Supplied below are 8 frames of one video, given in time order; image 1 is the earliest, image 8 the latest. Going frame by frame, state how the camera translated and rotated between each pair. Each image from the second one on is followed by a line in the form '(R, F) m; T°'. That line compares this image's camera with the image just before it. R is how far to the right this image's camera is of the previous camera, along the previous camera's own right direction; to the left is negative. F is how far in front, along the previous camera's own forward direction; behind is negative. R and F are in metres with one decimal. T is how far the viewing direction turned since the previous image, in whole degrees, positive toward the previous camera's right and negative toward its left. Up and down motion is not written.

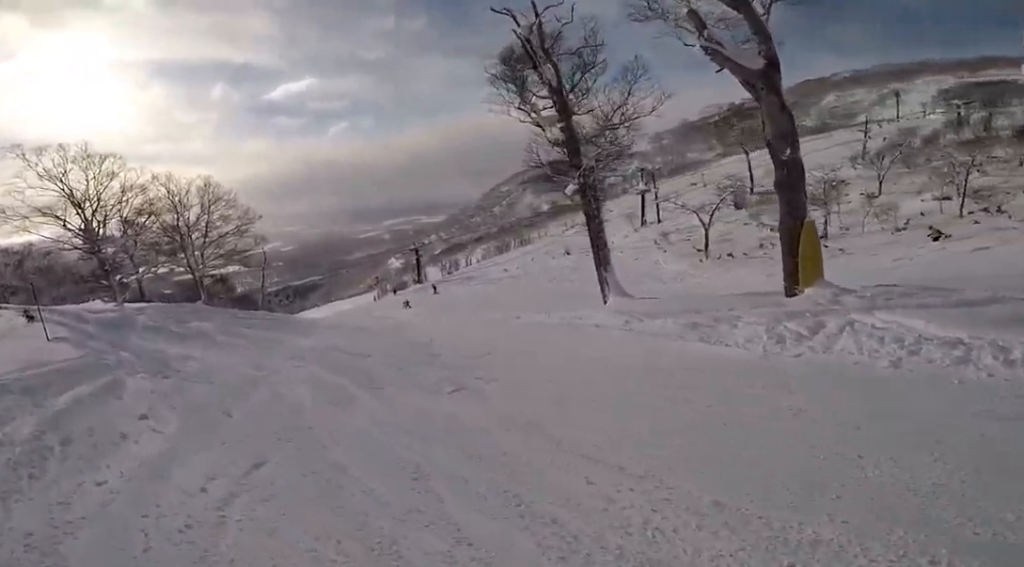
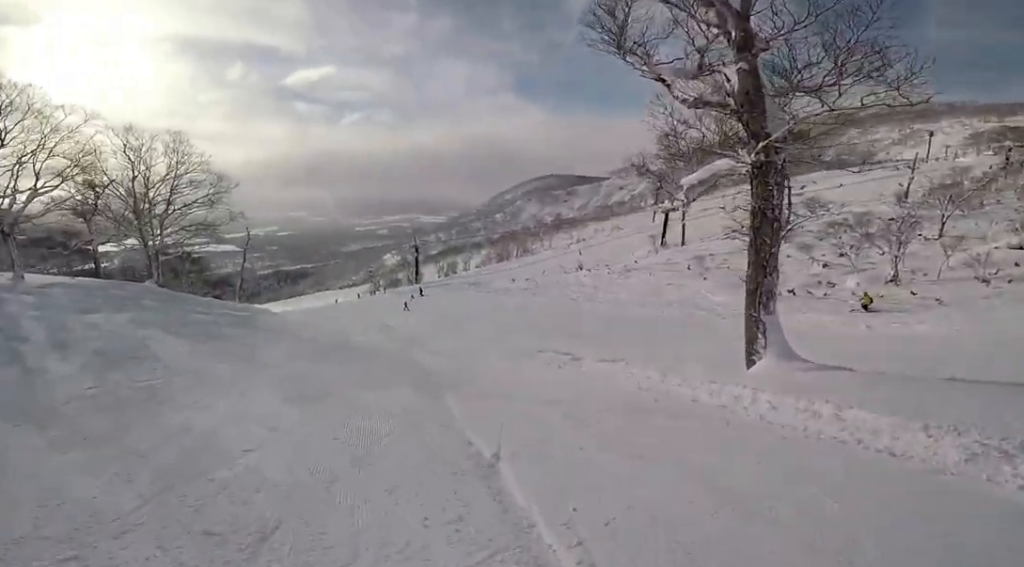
(+1.7, +8.5) m; +9°
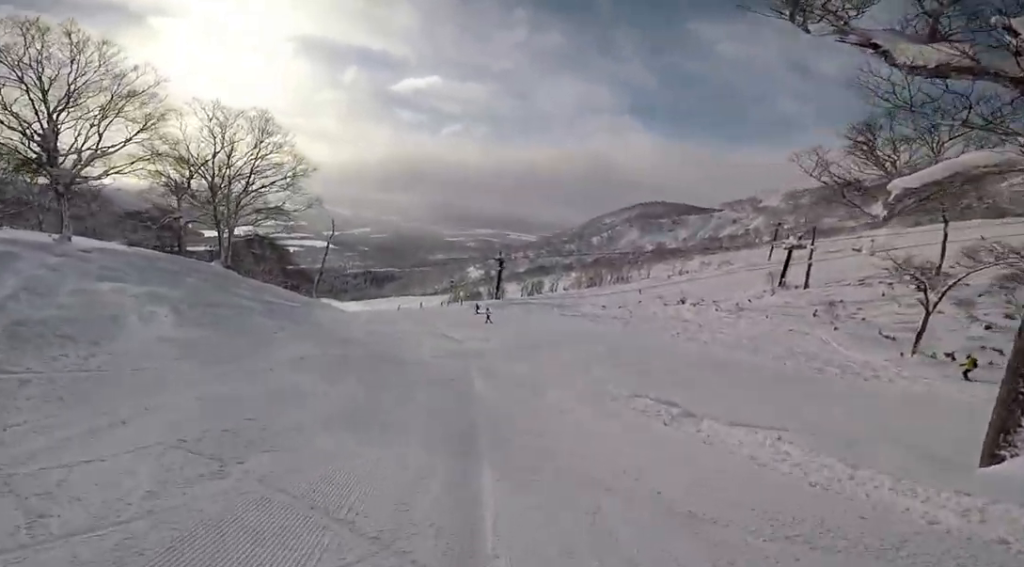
(+0.2, +3.3) m; -9°
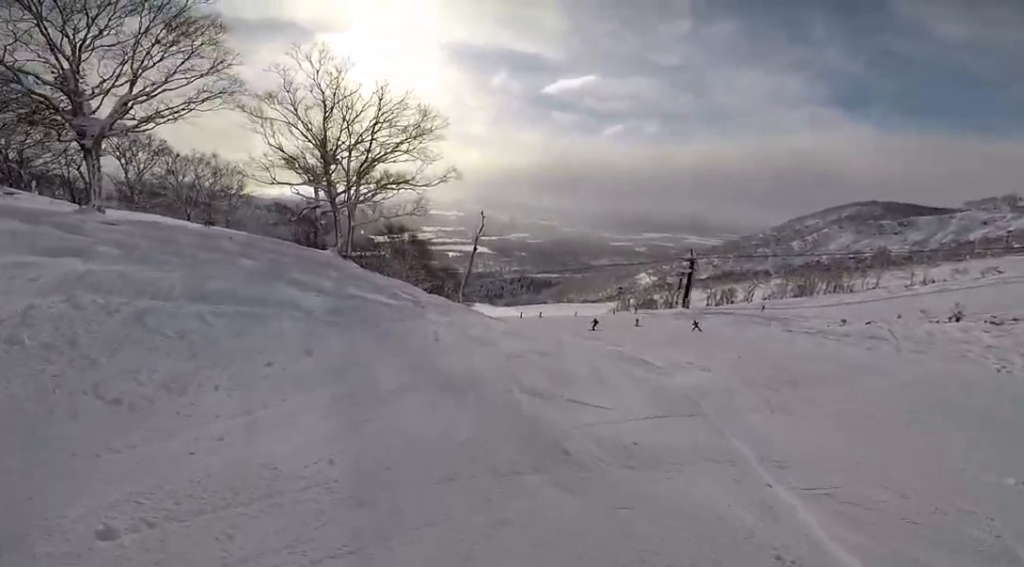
(-0.9, +6.8) m; +7°
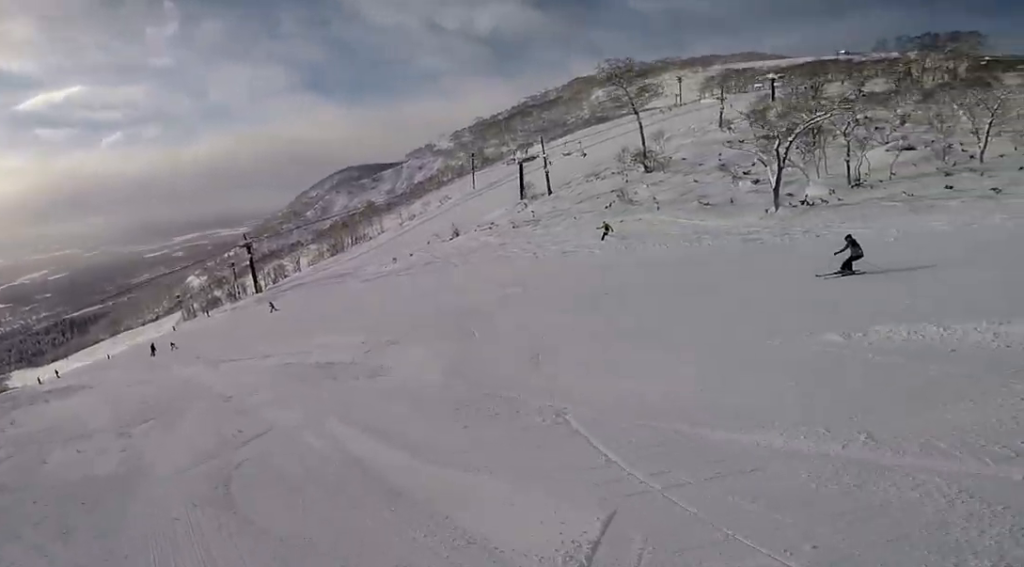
(+2.1, +6.1) m; +31°
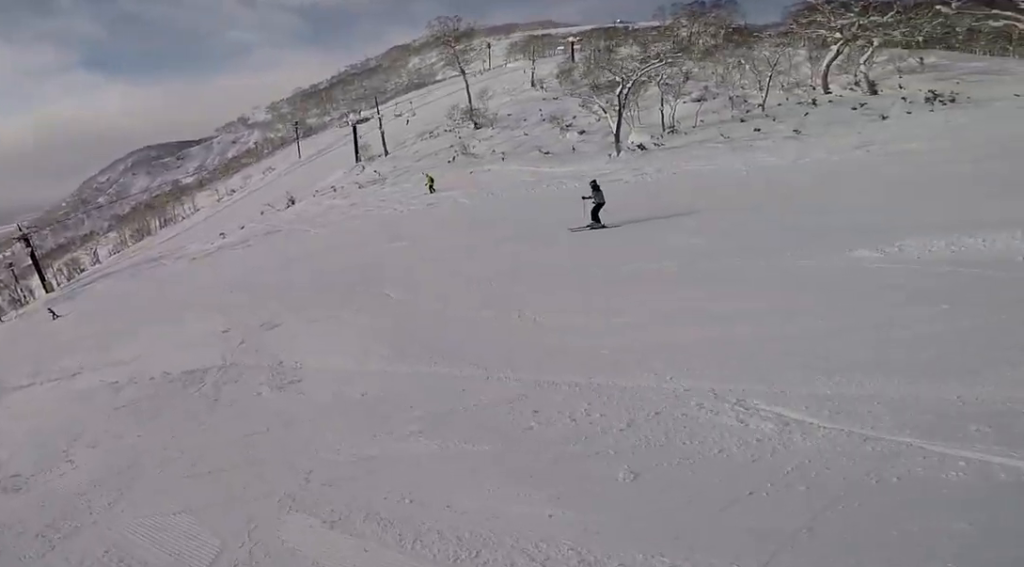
(+0.5, +3.5) m; +6°
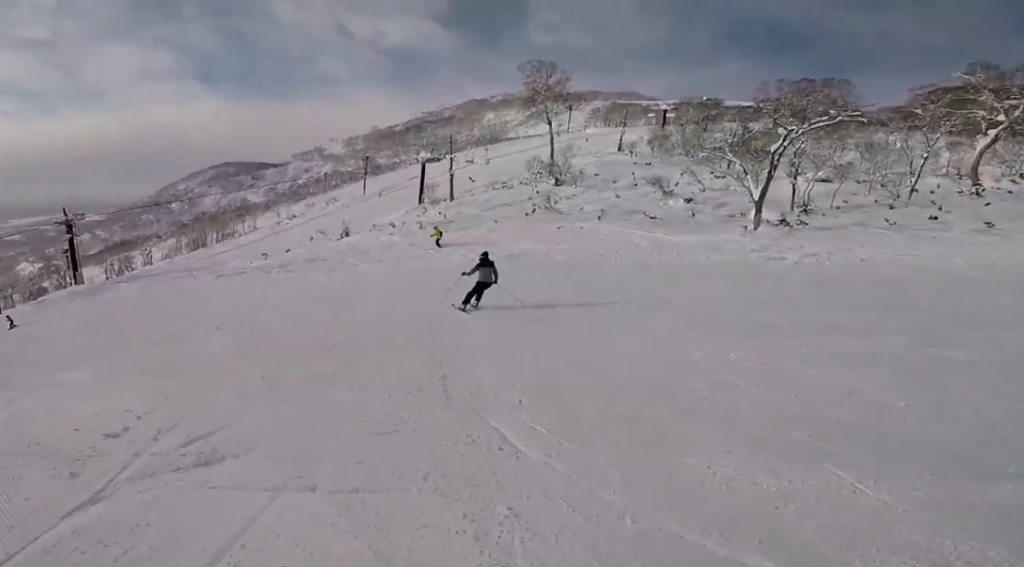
(-0.3, +5.5) m; -14°
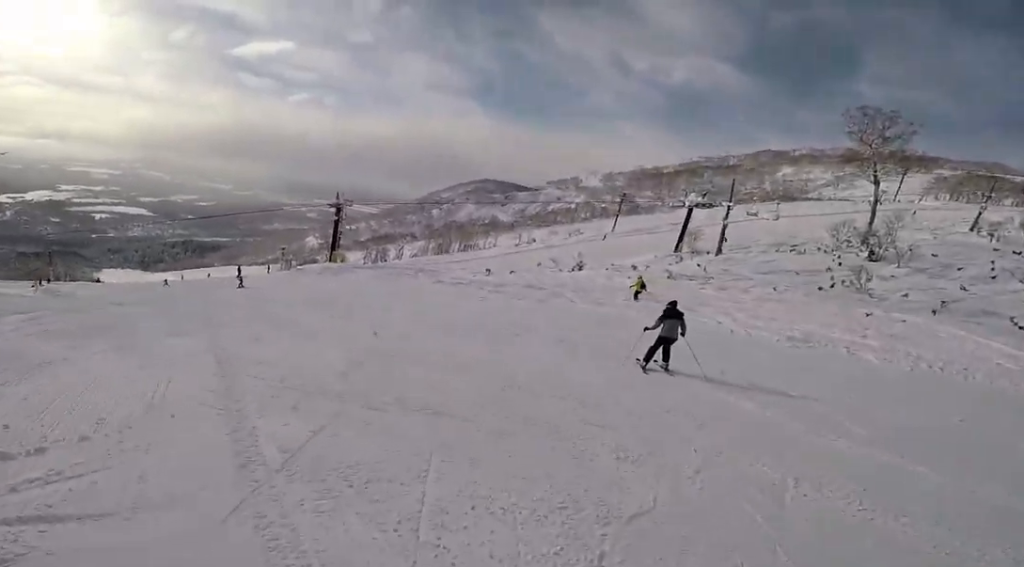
(-0.3, +2.6) m; -10°
